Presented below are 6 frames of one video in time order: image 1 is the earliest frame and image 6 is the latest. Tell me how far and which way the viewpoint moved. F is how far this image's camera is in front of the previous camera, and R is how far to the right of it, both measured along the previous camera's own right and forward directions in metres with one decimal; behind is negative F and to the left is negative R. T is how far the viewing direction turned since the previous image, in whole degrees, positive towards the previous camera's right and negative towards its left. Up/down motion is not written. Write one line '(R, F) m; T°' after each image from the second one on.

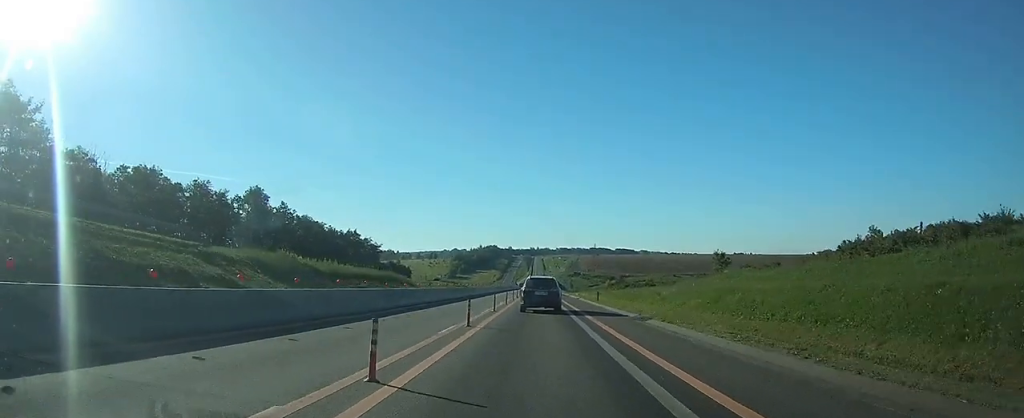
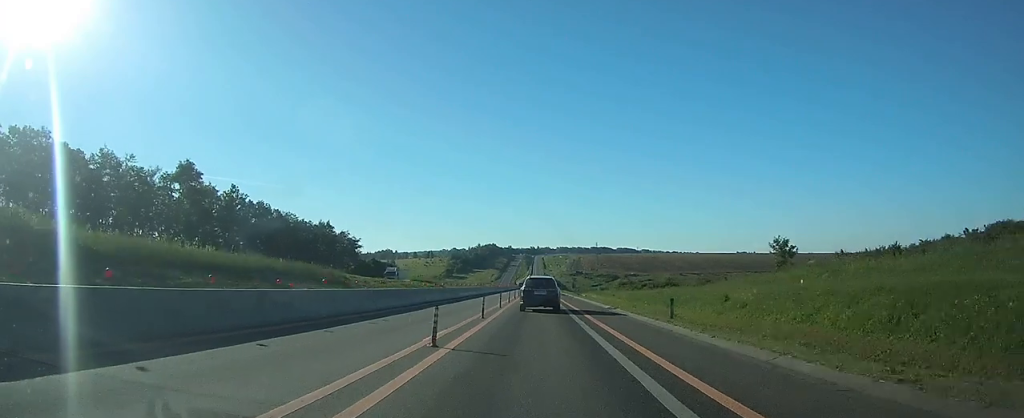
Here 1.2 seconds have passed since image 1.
(0.0, +25.9) m; 0°
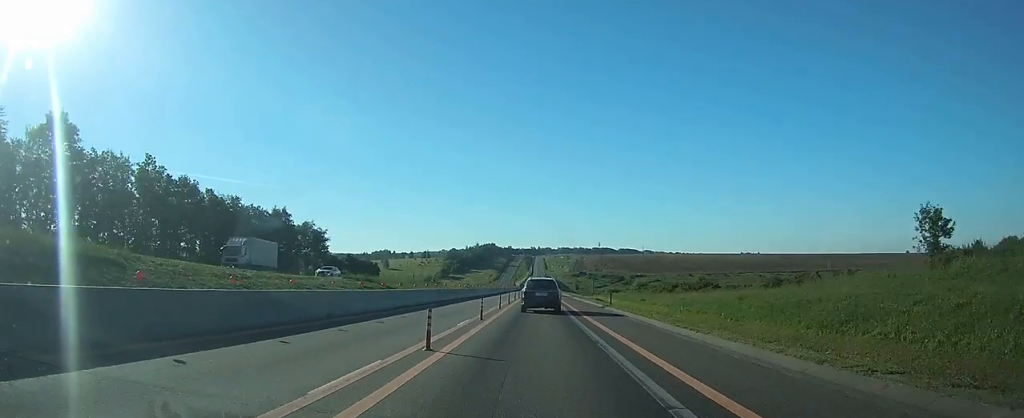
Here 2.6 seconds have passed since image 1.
(-0.1, +30.3) m; 0°
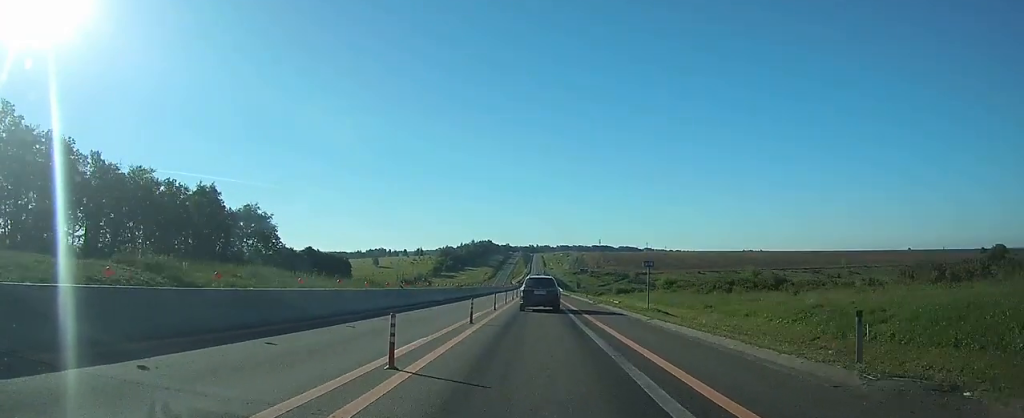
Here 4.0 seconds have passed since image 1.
(-0.1, +31.4) m; 0°
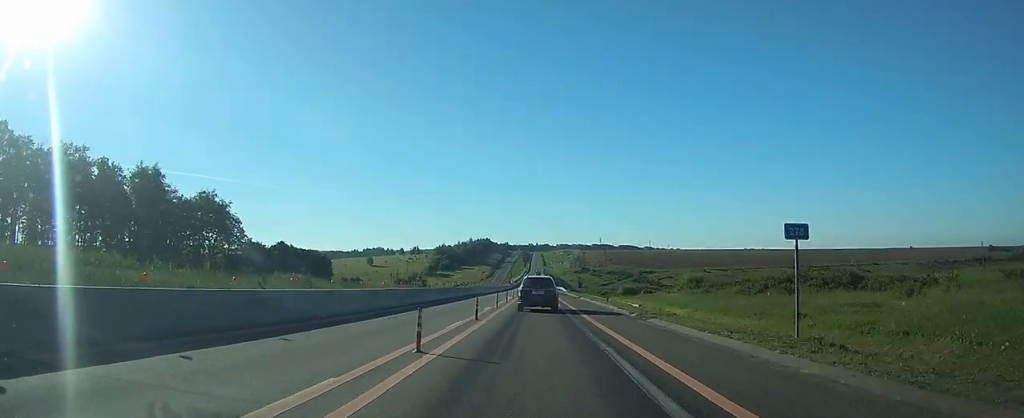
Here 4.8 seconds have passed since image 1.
(0.0, +17.7) m; 0°
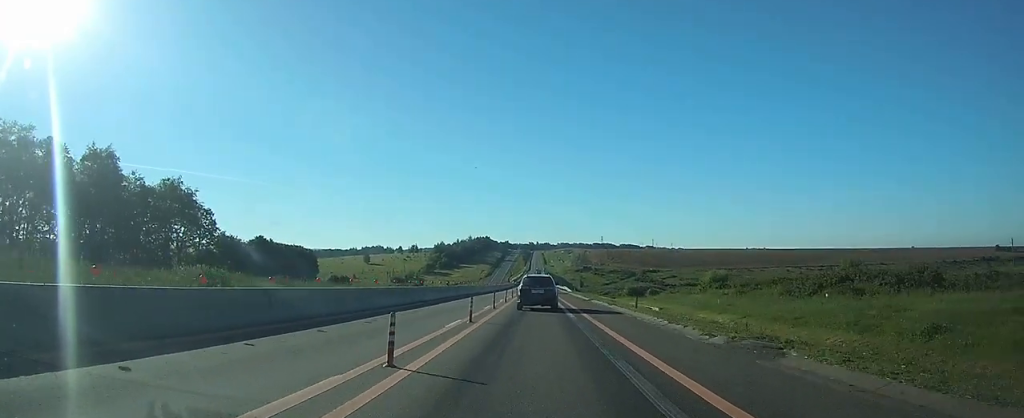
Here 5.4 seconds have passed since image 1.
(-0.1, +11.9) m; 0°
